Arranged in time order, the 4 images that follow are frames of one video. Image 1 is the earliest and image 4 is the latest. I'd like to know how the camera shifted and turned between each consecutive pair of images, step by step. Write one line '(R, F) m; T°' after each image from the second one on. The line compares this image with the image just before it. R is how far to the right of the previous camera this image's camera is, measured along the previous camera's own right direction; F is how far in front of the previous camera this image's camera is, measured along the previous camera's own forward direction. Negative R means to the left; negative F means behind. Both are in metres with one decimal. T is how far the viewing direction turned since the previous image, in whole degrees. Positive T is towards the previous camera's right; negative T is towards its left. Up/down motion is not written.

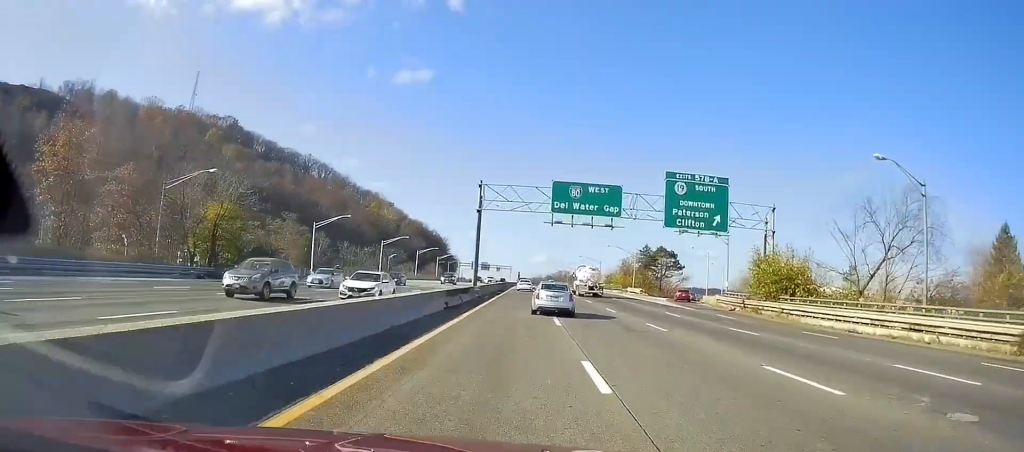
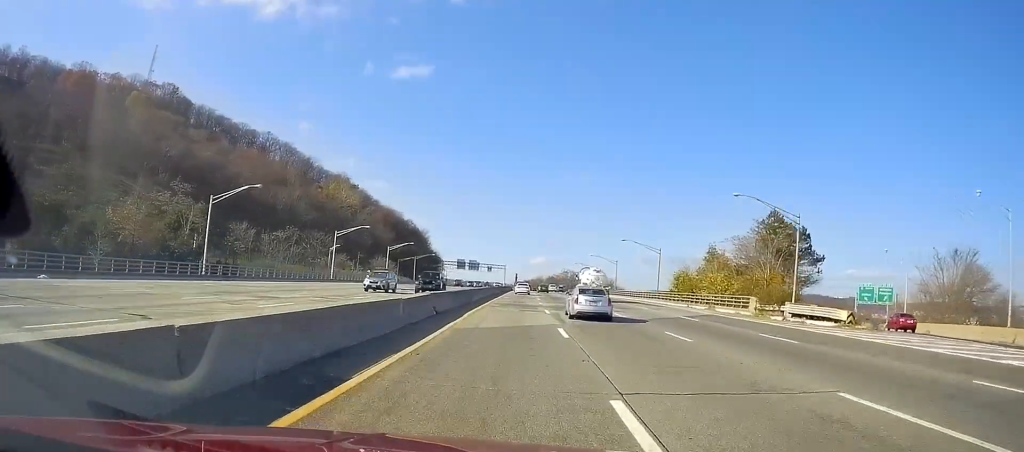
(-0.9, +62.8) m; -1°
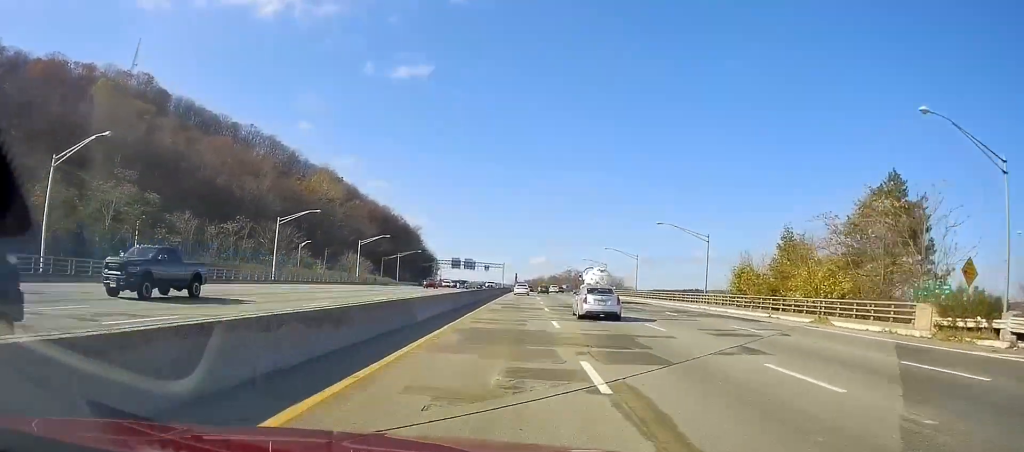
(+0.1, +20.6) m; +1°
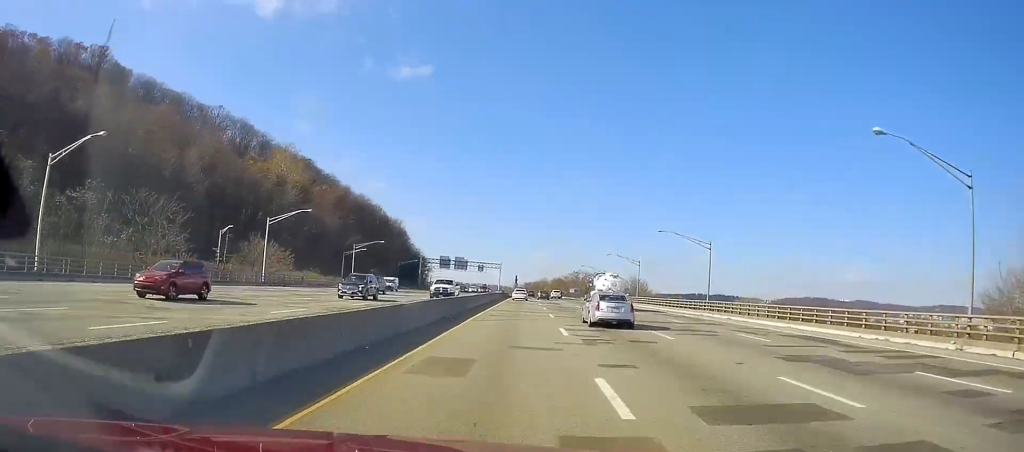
(+0.4, +36.6) m; 0°
